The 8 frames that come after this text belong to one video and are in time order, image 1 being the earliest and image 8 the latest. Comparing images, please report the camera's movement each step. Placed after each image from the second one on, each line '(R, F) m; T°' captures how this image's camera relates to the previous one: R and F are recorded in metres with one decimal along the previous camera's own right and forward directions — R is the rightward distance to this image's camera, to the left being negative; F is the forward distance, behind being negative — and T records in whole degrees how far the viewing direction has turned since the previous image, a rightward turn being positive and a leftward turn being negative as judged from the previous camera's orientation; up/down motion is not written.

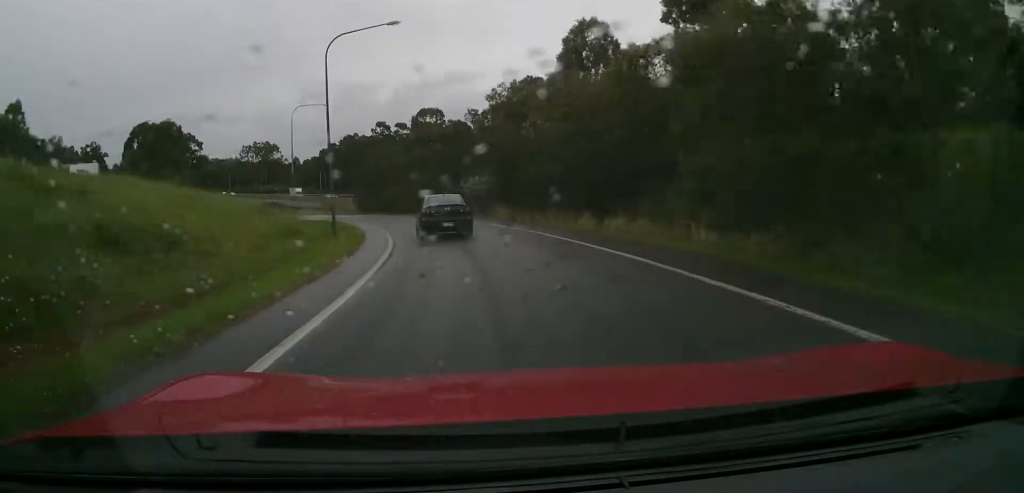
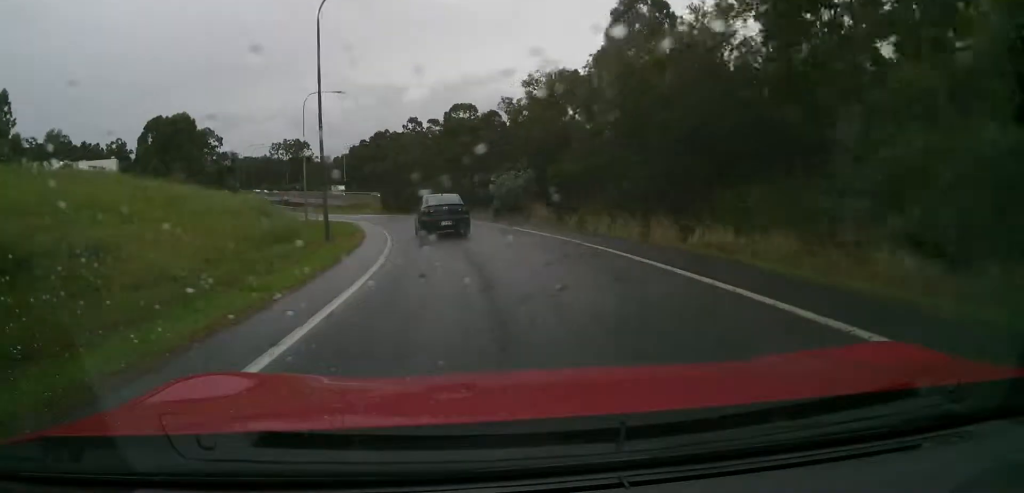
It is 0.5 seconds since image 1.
(-0.2, +7.1) m; -2°
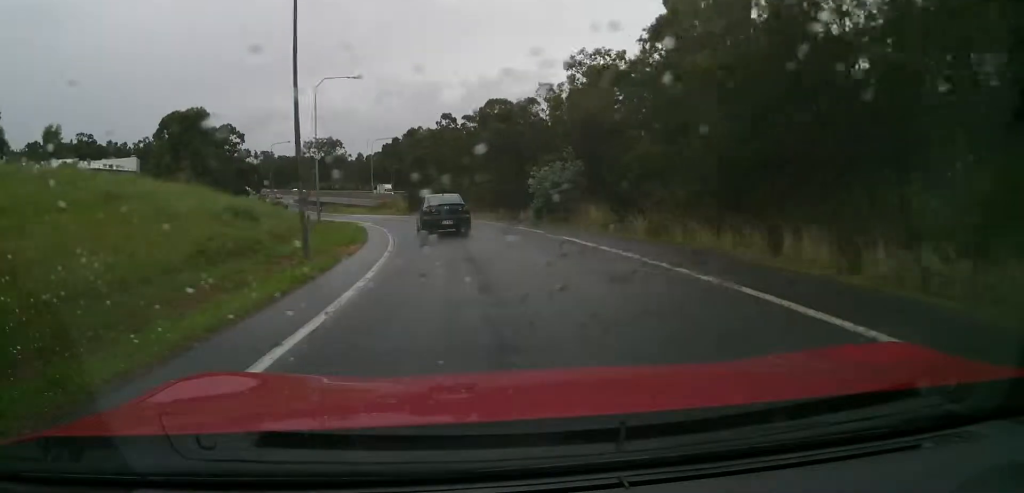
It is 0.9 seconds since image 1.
(-0.1, +7.1) m; -4°
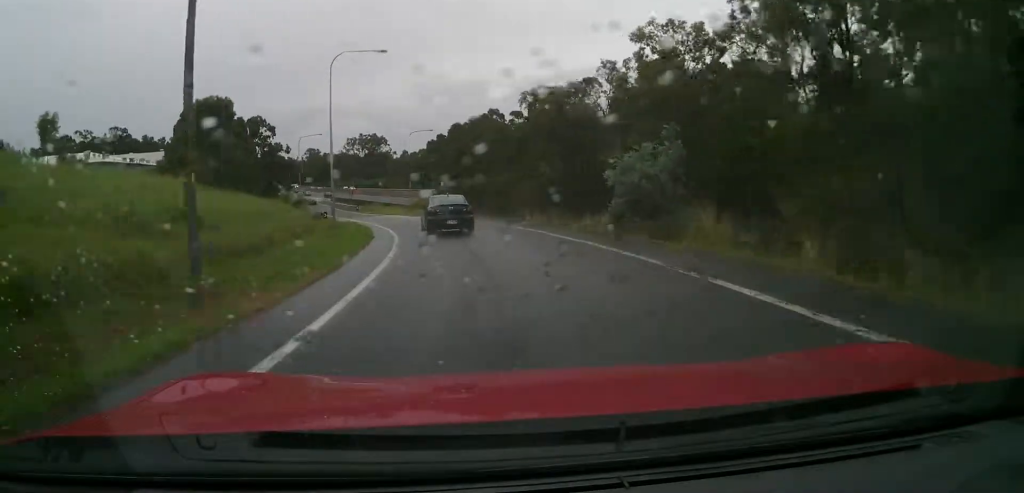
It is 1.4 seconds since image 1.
(+0.3, +9.0) m; -6°
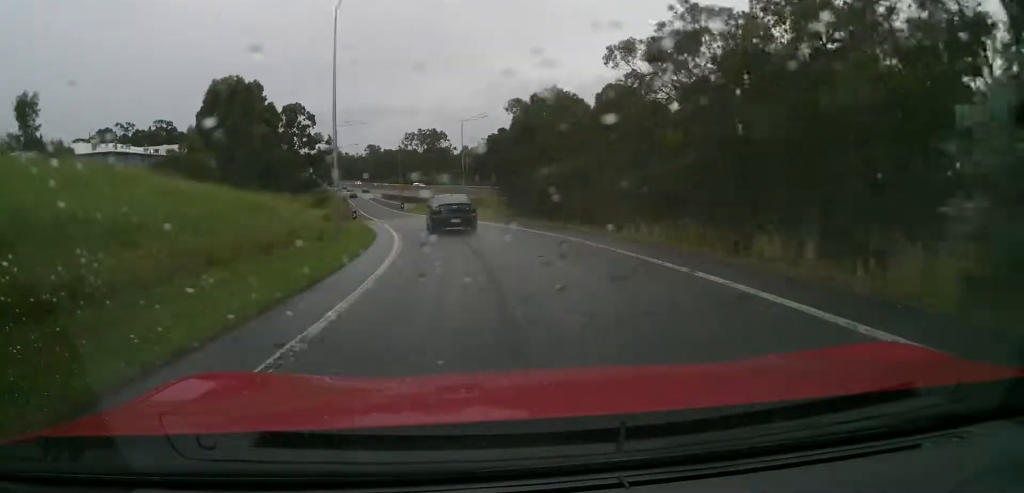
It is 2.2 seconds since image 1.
(-1.5, +13.0) m; -7°
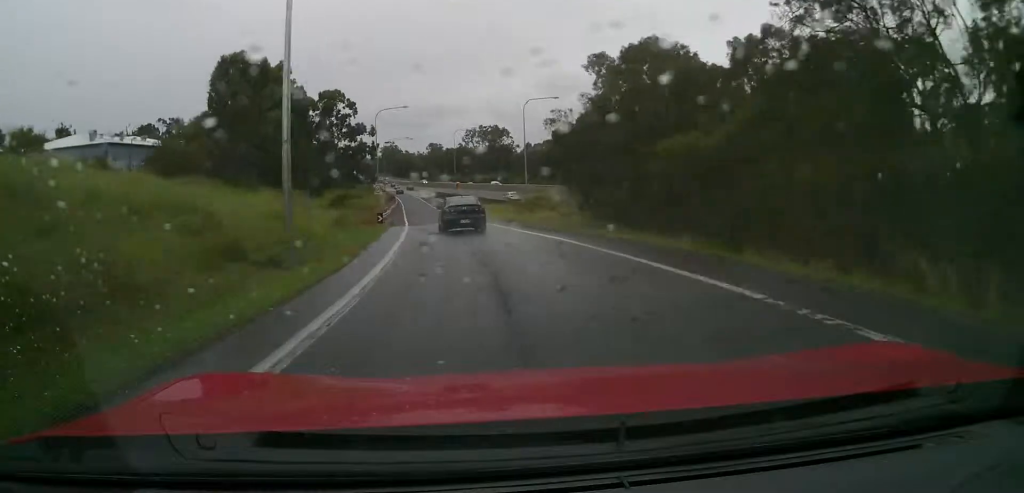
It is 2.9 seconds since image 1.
(-1.0, +13.8) m; -4°
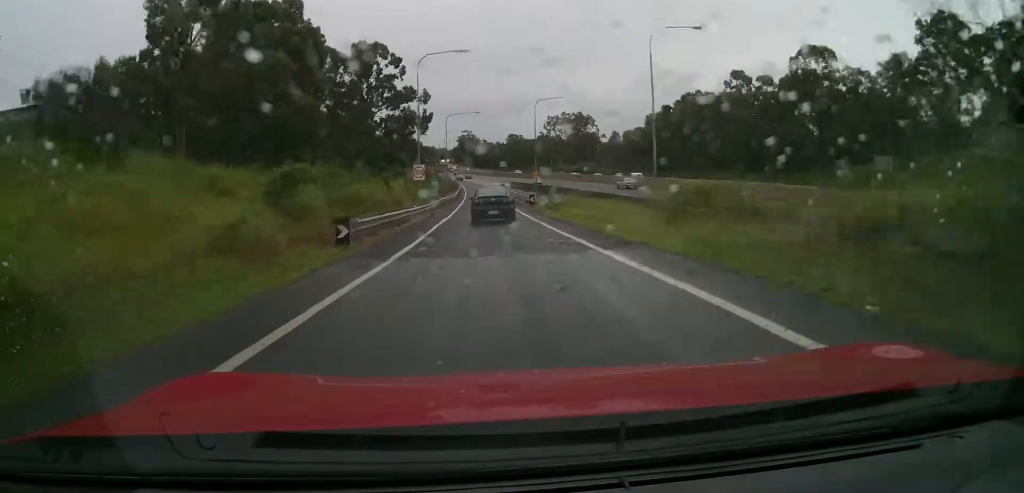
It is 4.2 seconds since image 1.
(0.0, +25.3) m; 0°
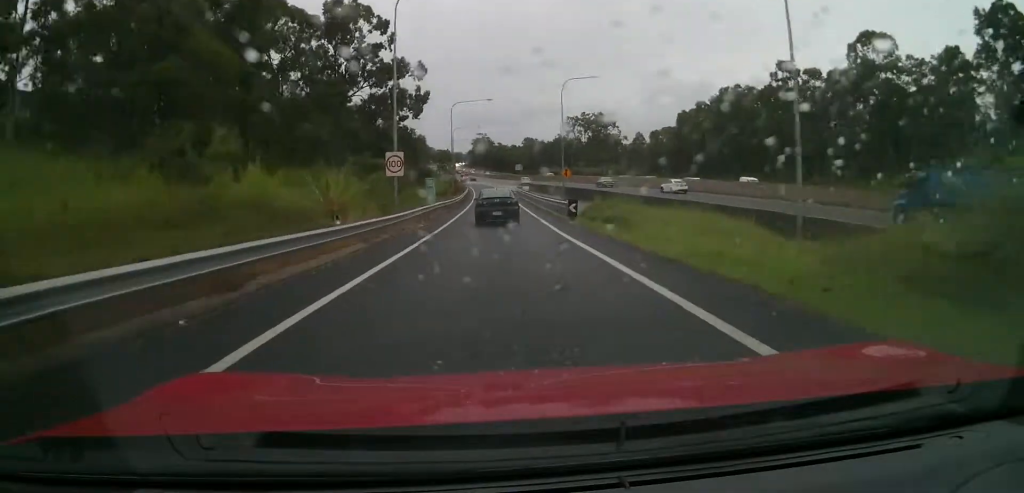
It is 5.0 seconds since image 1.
(0.0, +17.4) m; -1°
